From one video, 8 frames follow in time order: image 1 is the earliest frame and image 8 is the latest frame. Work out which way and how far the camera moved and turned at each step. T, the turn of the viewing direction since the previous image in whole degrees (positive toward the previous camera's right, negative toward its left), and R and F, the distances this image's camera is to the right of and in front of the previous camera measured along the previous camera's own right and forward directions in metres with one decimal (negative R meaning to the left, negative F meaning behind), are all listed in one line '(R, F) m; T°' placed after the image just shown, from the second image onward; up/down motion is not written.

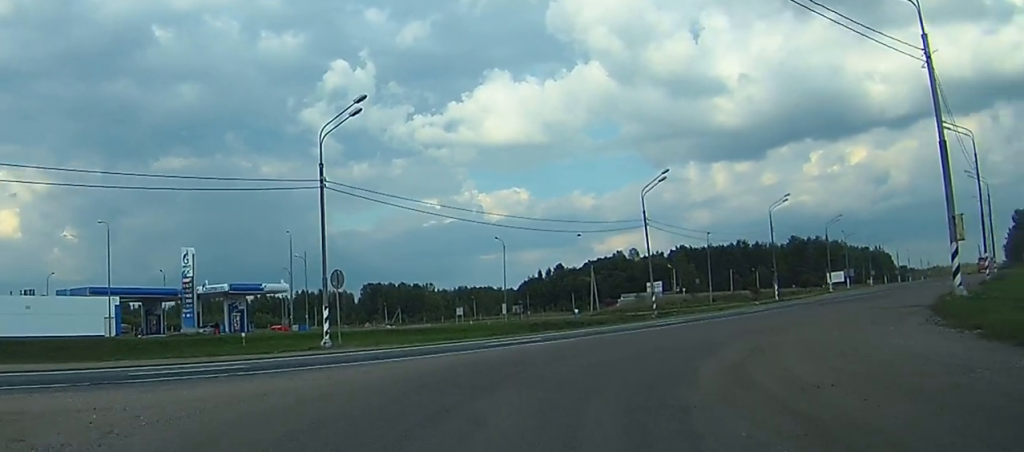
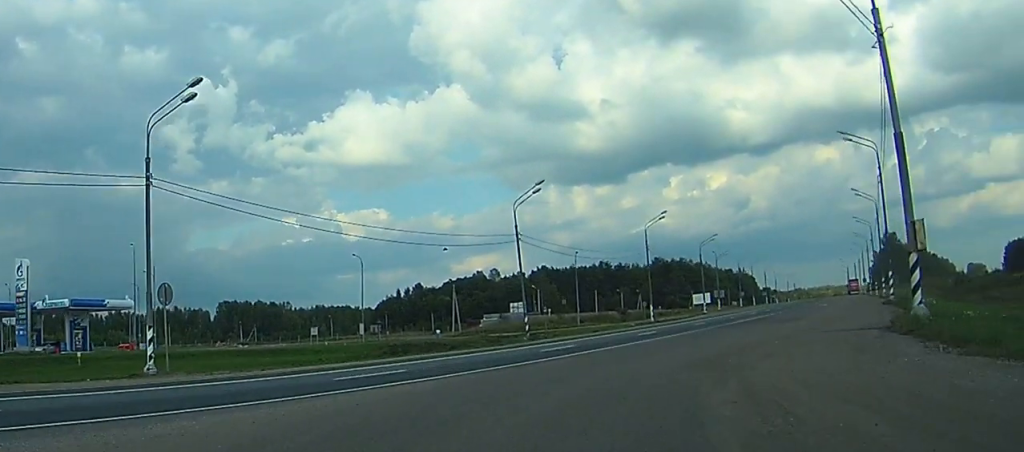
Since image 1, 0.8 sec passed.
(+0.2, +5.9) m; +6°
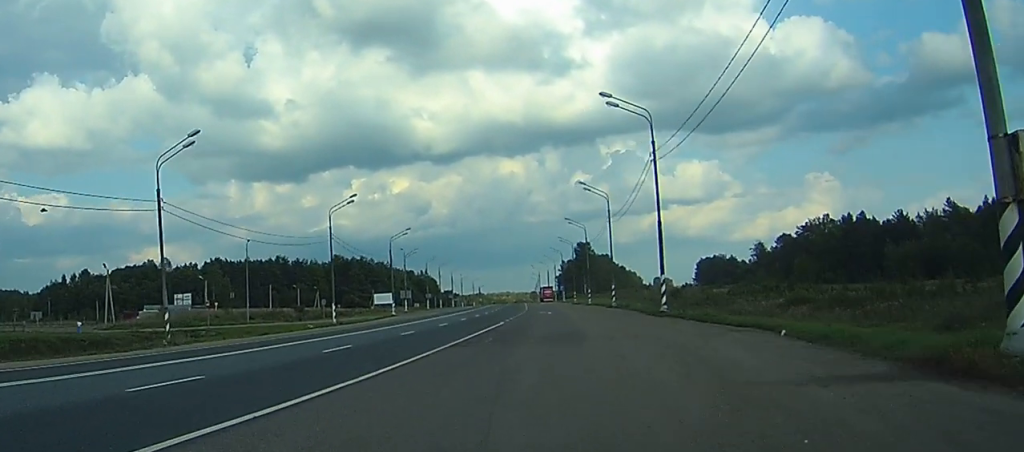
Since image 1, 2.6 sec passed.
(+2.9, +15.2) m; +17°
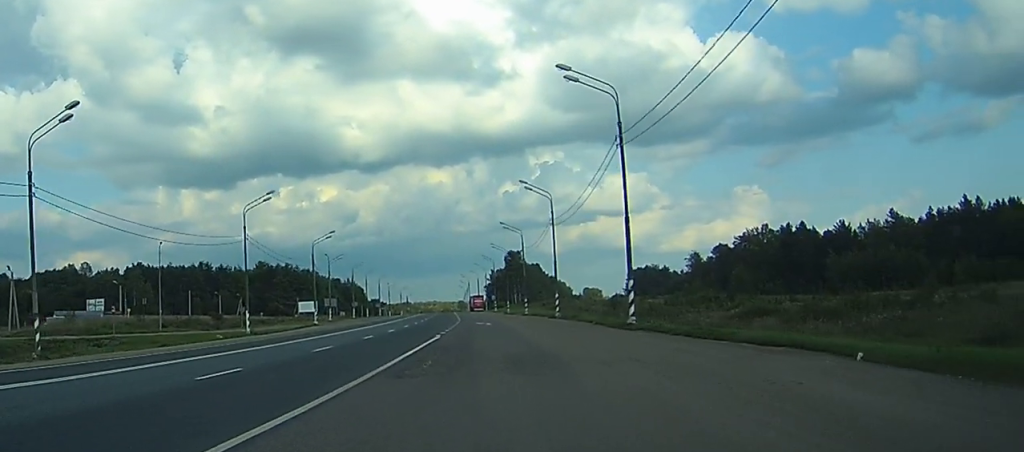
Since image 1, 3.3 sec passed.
(+0.2, +6.7) m; +4°
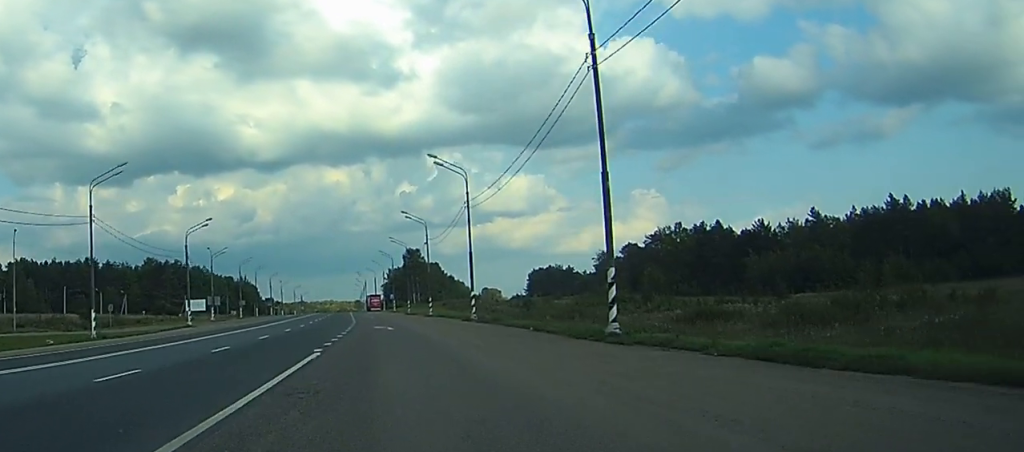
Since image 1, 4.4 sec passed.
(+0.6, +11.3) m; +7°
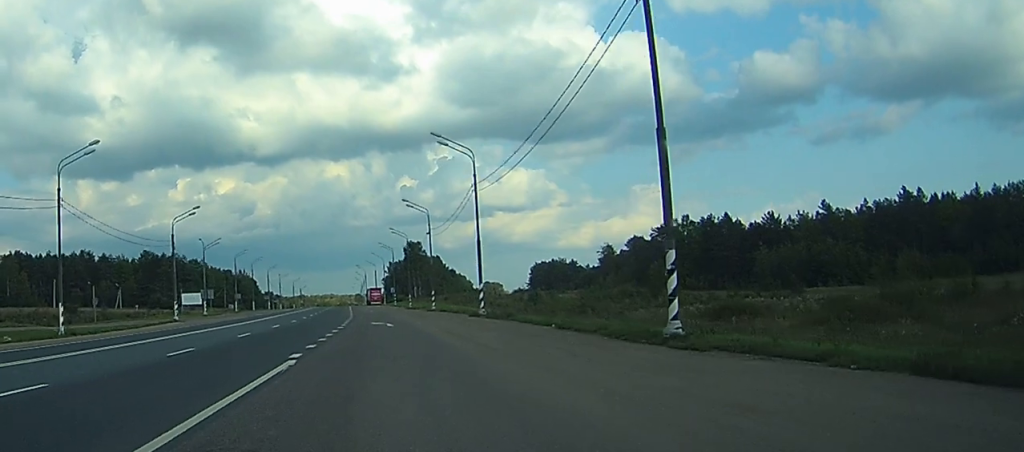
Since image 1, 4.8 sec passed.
(0.0, +4.7) m; +3°
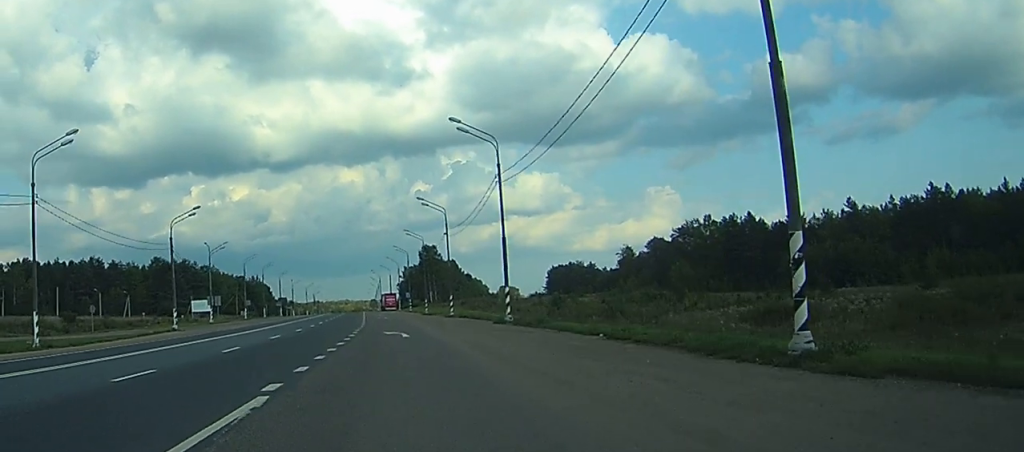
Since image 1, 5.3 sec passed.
(+0.2, +5.0) m; +1°
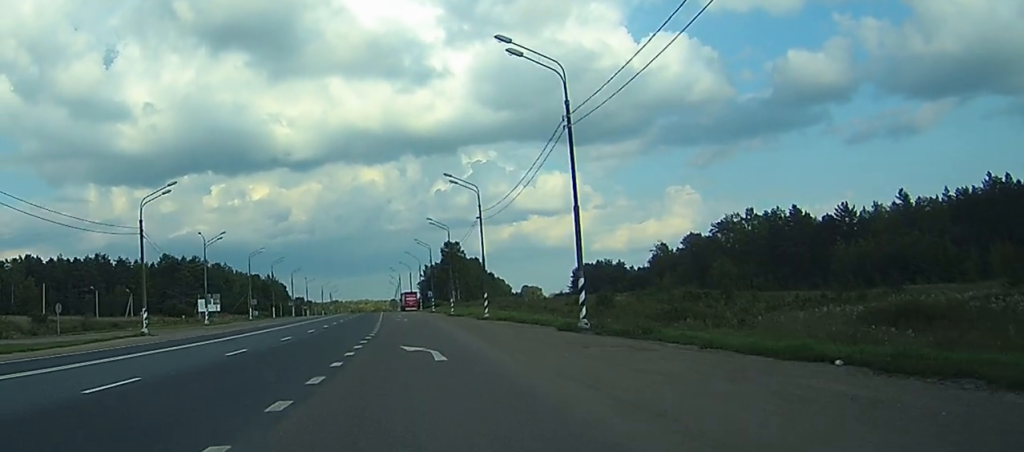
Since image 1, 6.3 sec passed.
(+0.3, +12.8) m; +1°
